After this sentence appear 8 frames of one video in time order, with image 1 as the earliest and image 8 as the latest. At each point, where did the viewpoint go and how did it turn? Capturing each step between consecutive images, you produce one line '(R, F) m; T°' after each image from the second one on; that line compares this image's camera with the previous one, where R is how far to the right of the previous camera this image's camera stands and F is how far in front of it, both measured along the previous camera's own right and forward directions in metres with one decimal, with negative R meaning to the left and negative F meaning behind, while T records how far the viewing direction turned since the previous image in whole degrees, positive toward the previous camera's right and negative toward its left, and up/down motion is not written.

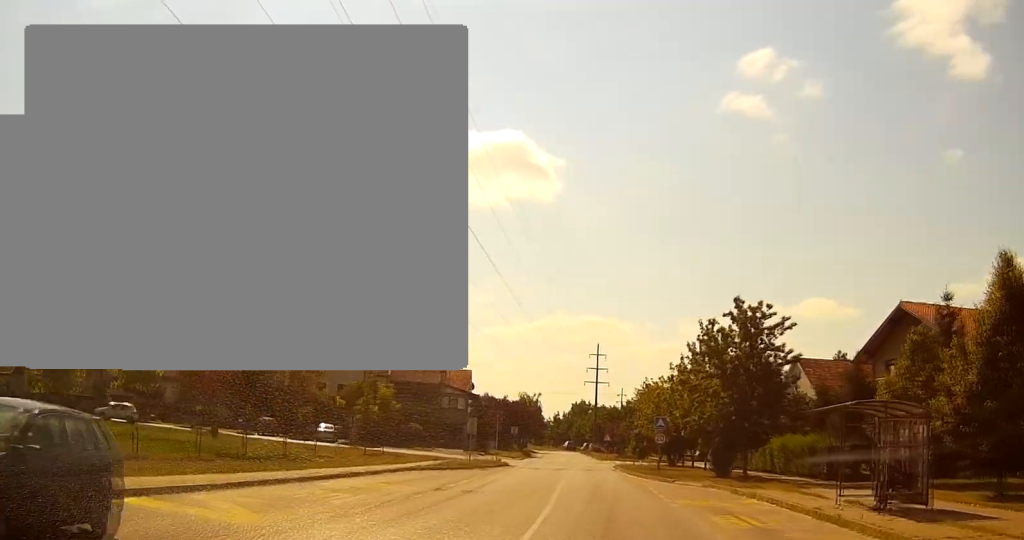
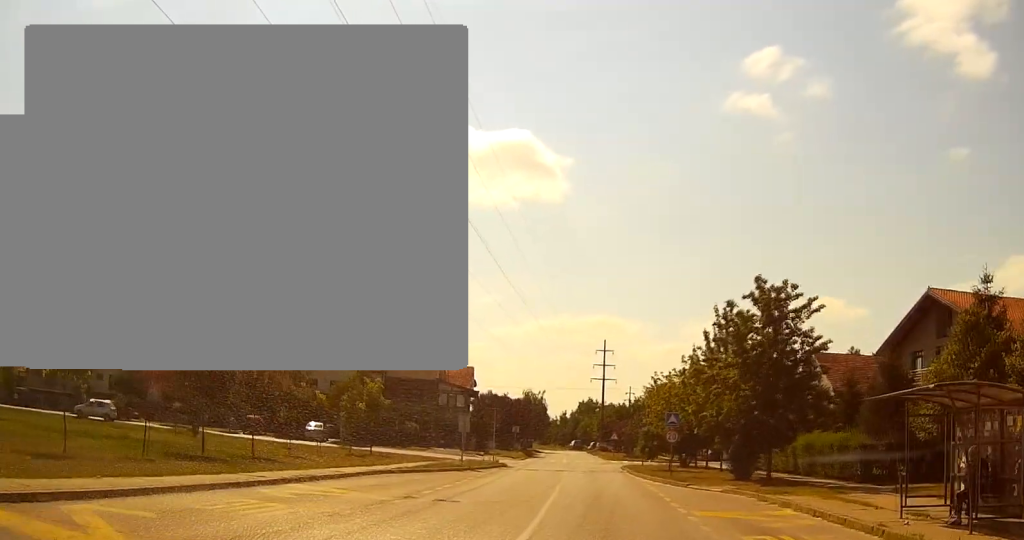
(0.0, +4.6) m; 0°
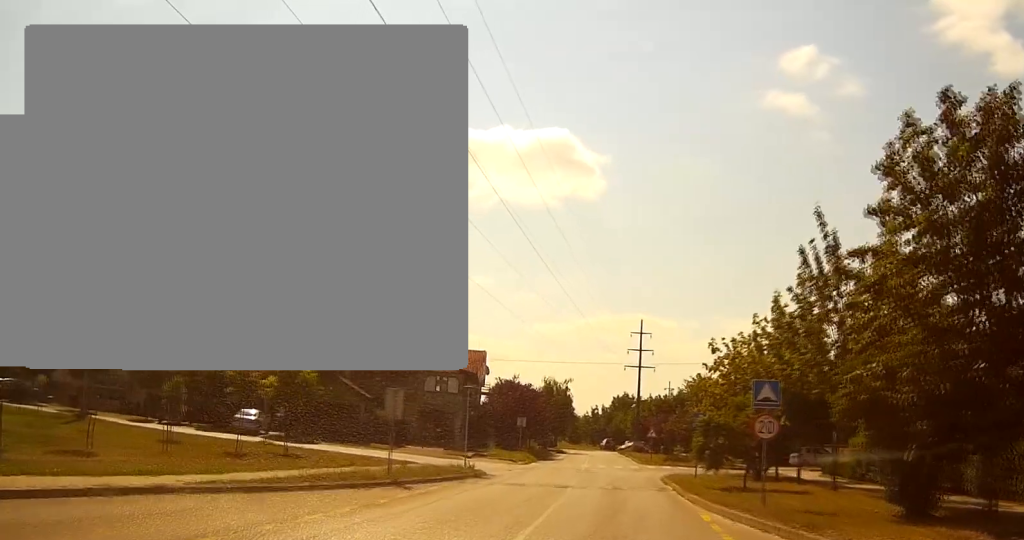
(-0.8, +19.0) m; -2°
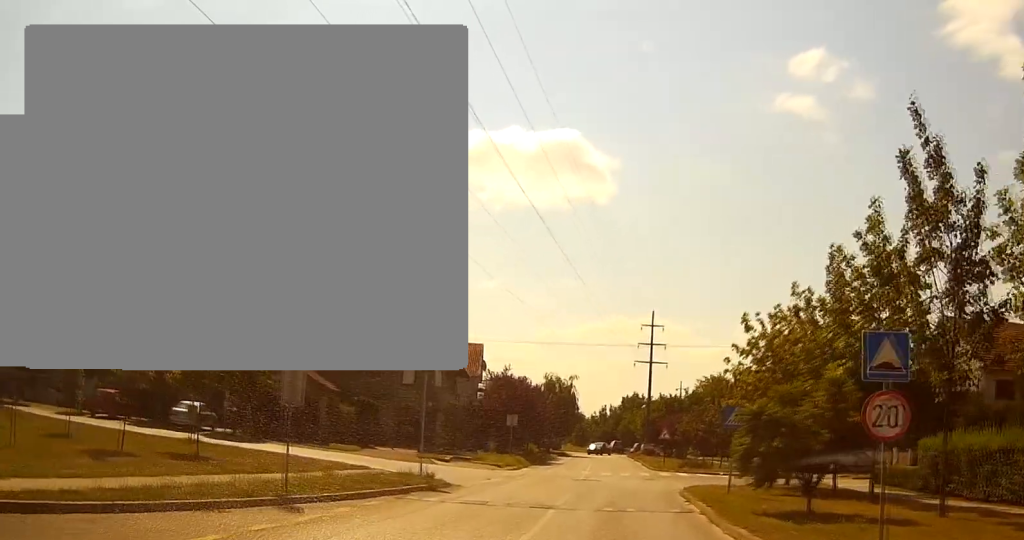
(+0.3, +8.7) m; +1°
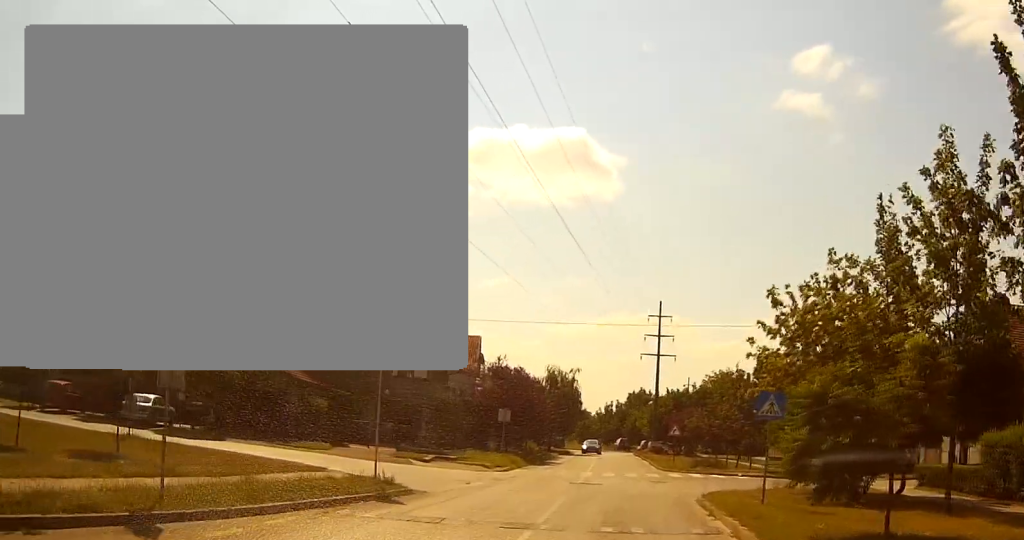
(-0.1, +5.3) m; -2°
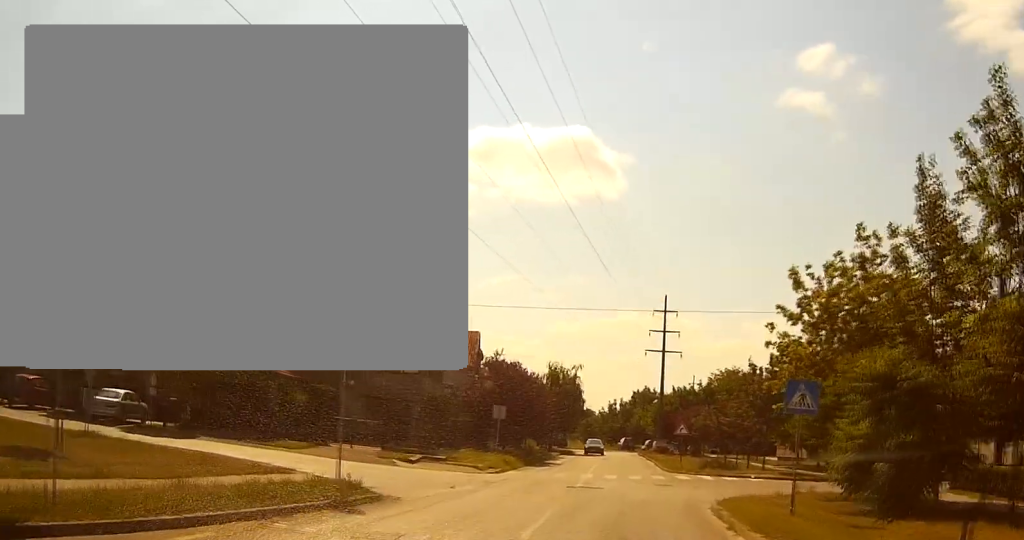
(0.0, +2.9) m; 0°
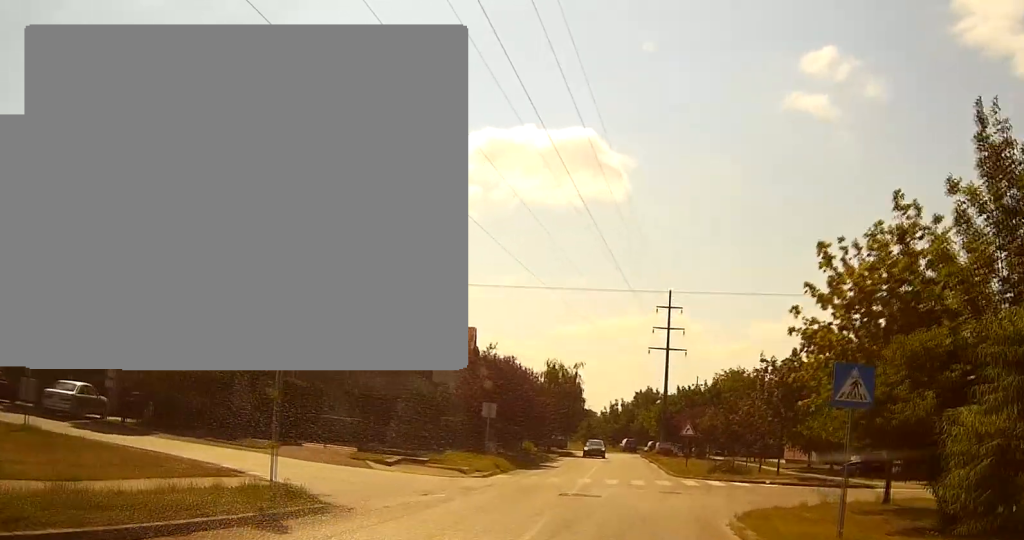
(0.0, +3.5) m; 0°
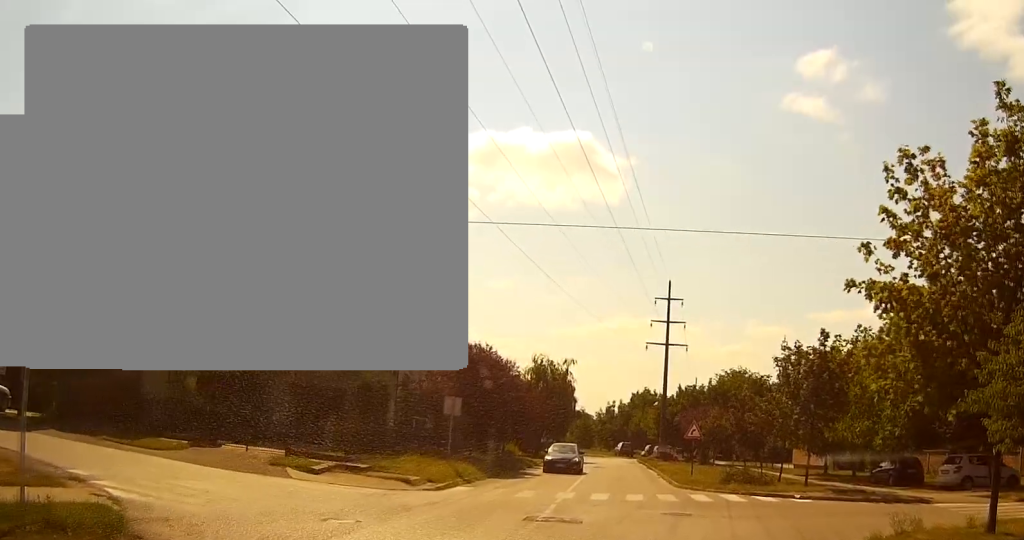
(0.0, +7.1) m; 0°
